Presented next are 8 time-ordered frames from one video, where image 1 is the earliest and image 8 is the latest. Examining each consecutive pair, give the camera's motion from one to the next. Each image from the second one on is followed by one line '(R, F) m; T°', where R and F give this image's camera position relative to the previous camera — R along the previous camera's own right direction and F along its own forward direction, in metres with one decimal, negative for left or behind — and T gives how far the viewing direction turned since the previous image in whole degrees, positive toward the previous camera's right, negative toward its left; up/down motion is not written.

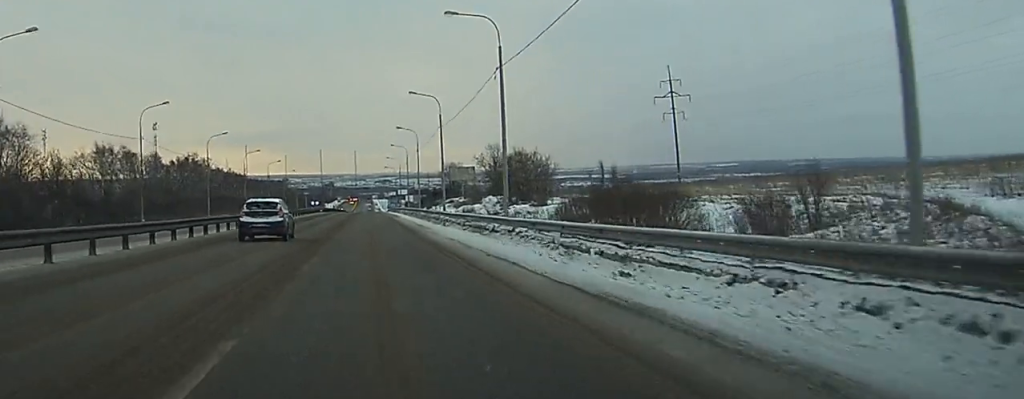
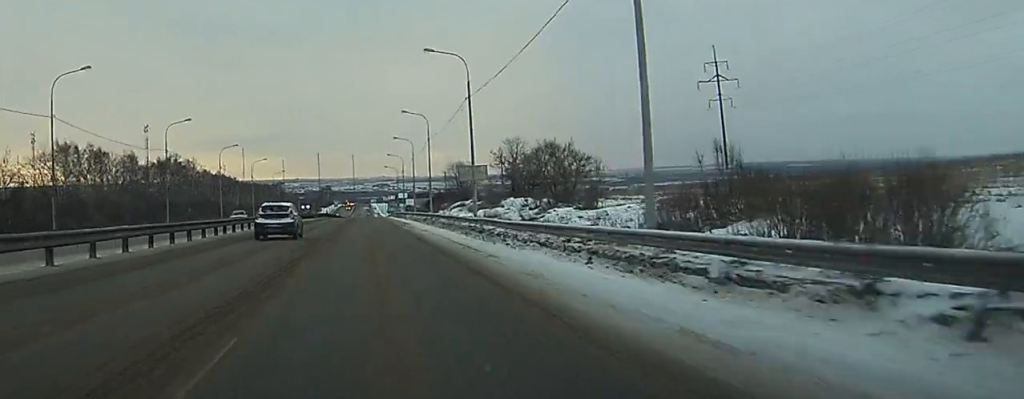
(0.0, +23.1) m; 0°
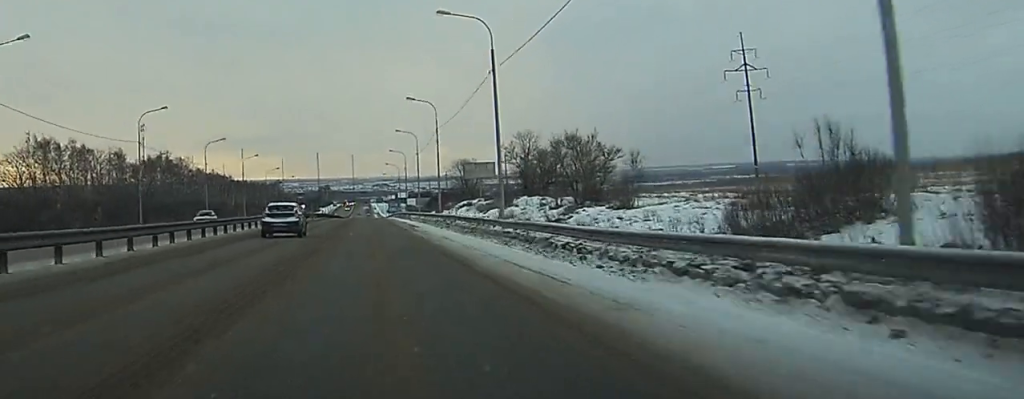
(0.0, +11.6) m; 0°
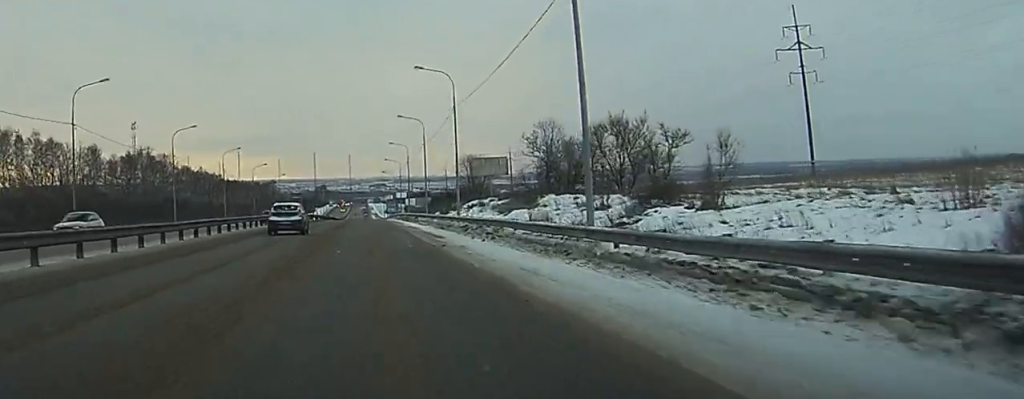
(+0.1, +18.4) m; 0°
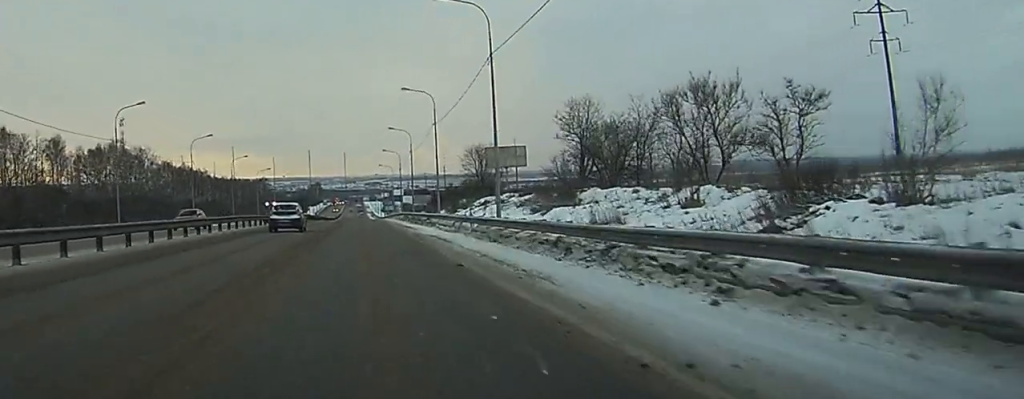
(0.0, +21.0) m; 0°
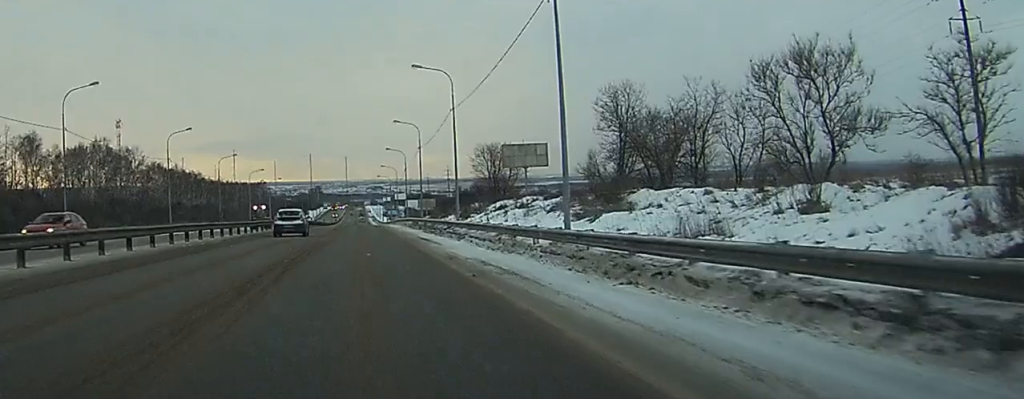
(0.0, +14.4) m; 0°
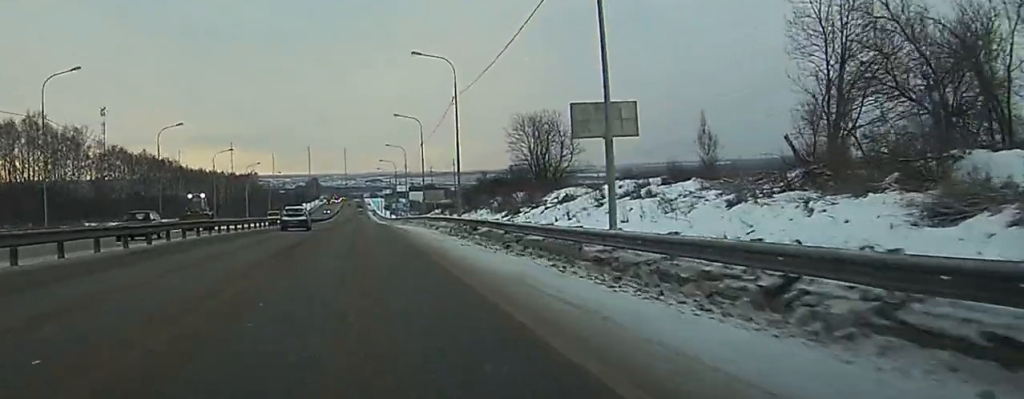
(+0.1, +39.0) m; 0°
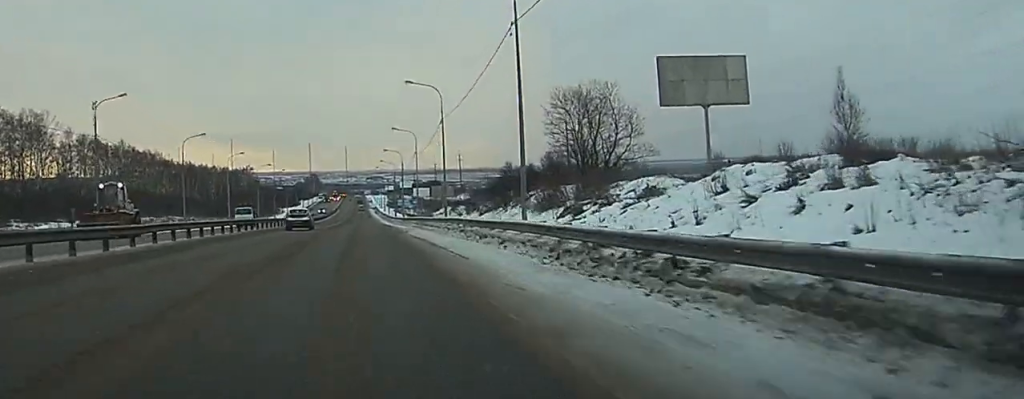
(+0.1, +23.0) m; 0°
